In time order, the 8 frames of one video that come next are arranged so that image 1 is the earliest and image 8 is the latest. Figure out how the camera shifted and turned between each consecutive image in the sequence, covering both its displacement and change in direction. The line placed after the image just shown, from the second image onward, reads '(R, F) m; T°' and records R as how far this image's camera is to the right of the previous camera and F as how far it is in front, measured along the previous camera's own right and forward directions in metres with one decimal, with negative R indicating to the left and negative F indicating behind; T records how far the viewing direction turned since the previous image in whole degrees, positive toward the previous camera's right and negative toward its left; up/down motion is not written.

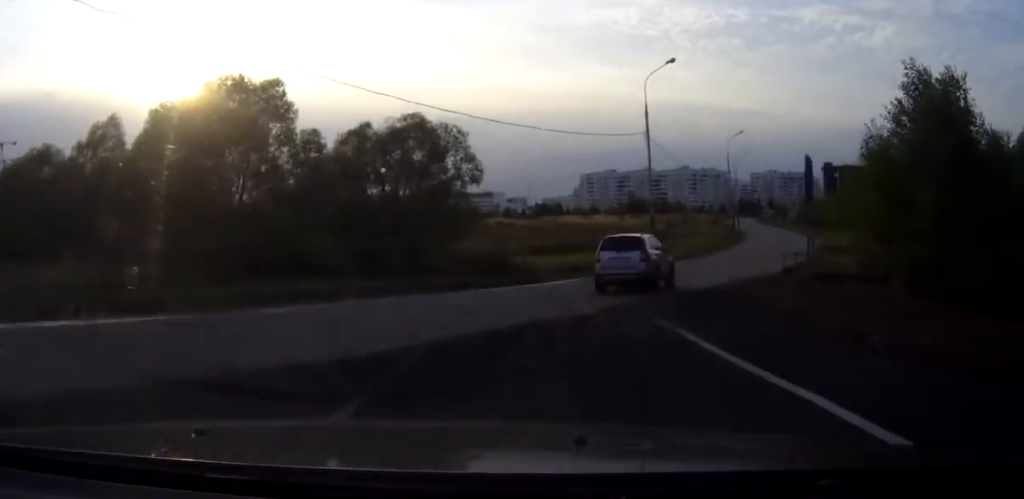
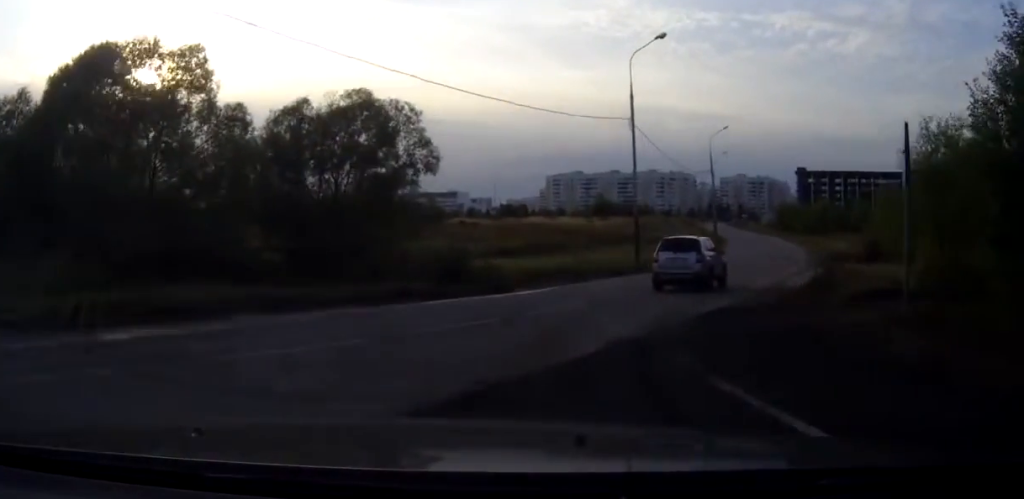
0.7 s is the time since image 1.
(+0.1, +6.2) m; +3°
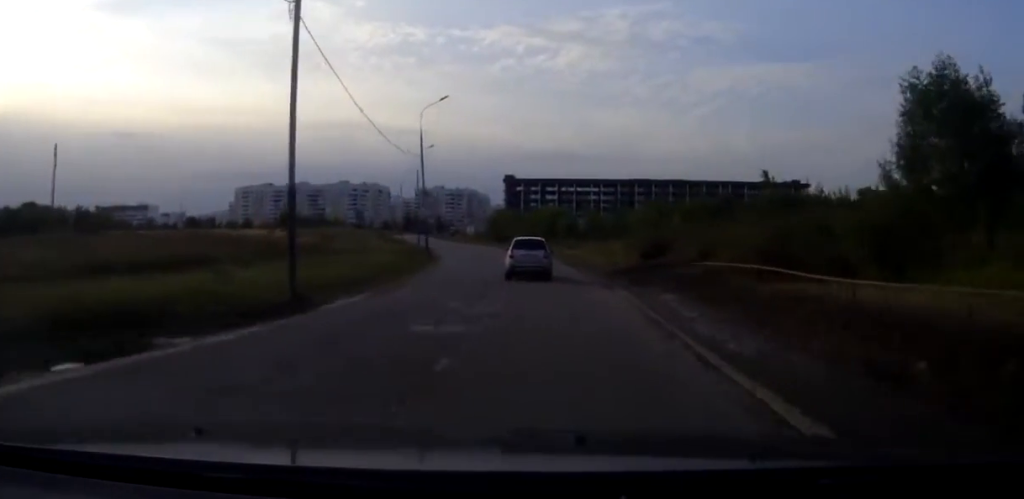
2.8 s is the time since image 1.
(+3.3, +19.5) m; +21°
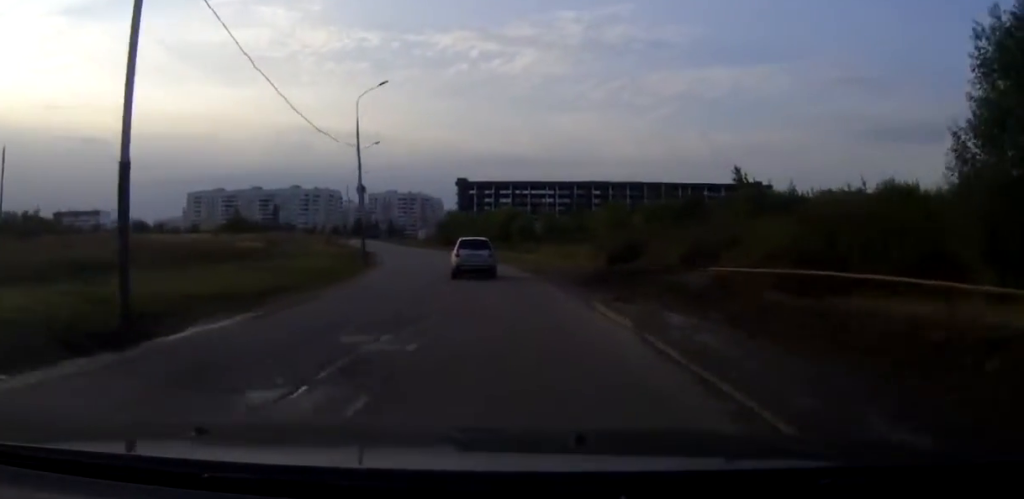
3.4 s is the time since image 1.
(+0.4, +6.2) m; +3°
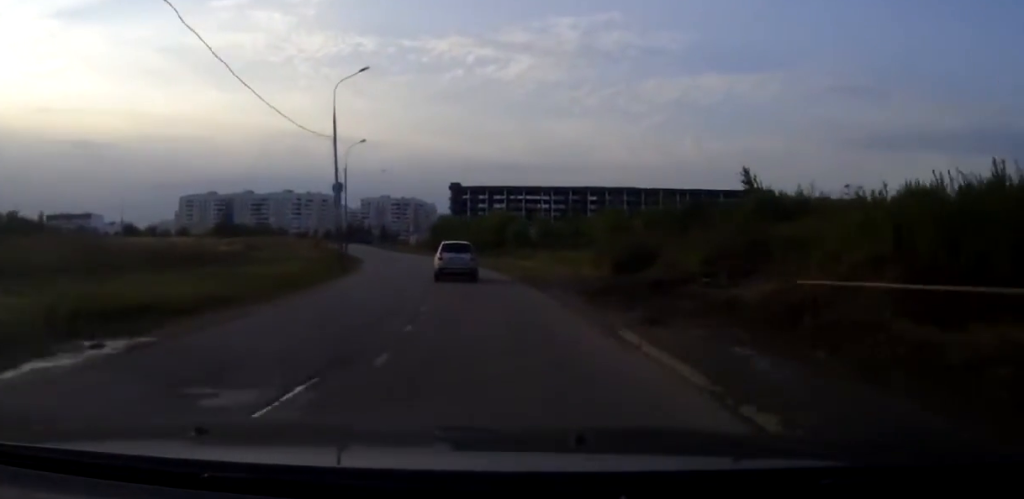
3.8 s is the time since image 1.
(+0.2, +4.5) m; +1°
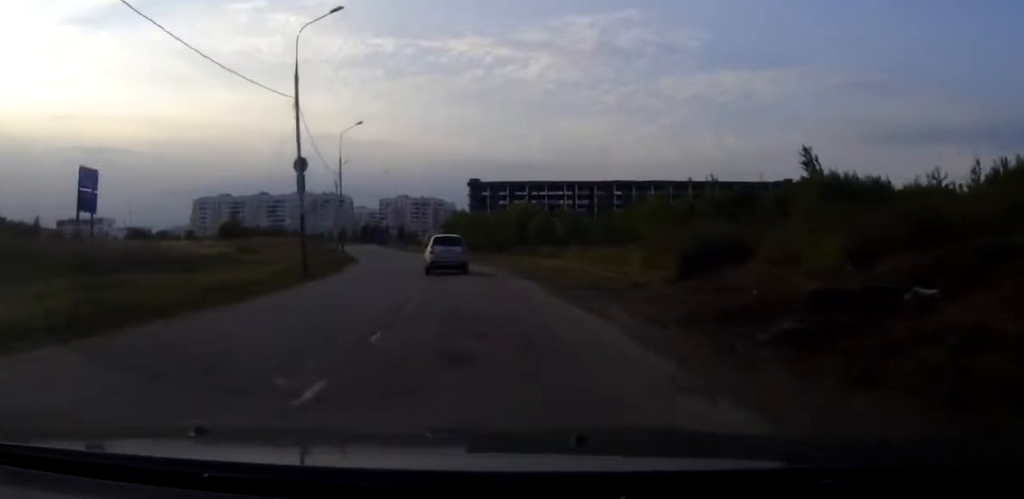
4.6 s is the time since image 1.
(+0.1, +10.9) m; -1°
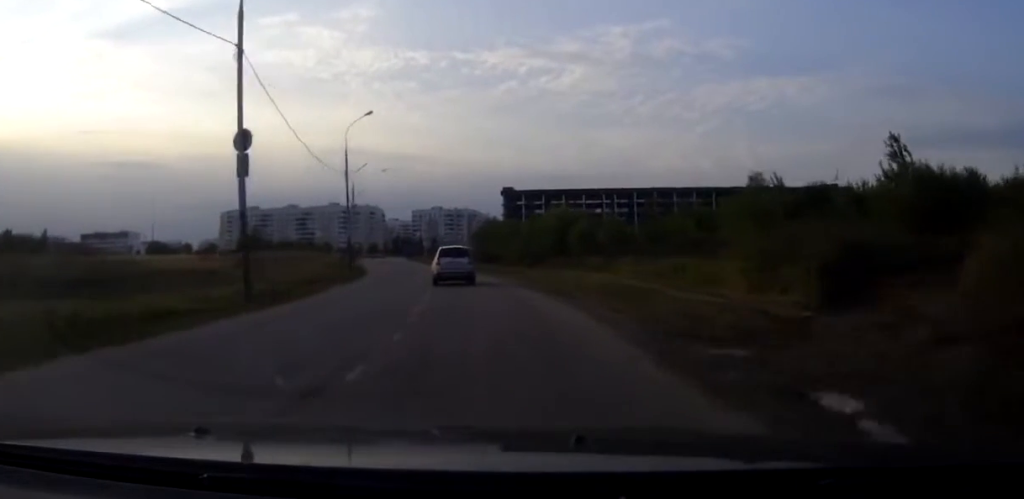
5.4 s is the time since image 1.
(-0.1, +10.2) m; -2°
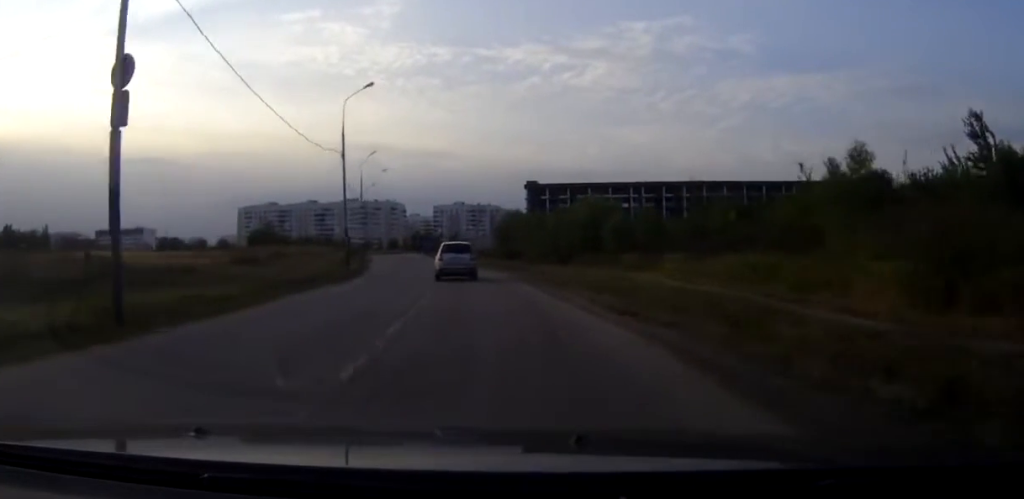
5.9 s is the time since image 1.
(0.0, +8.2) m; -2°
